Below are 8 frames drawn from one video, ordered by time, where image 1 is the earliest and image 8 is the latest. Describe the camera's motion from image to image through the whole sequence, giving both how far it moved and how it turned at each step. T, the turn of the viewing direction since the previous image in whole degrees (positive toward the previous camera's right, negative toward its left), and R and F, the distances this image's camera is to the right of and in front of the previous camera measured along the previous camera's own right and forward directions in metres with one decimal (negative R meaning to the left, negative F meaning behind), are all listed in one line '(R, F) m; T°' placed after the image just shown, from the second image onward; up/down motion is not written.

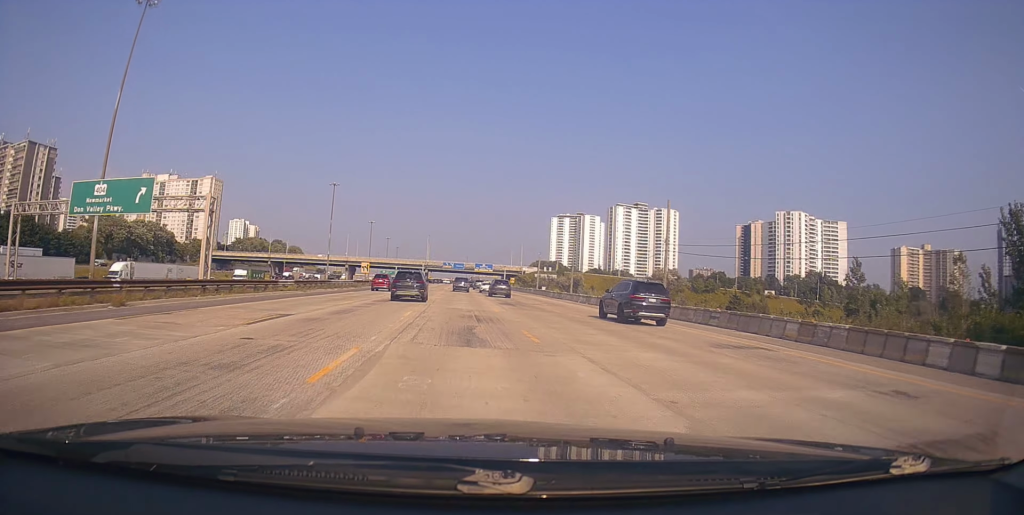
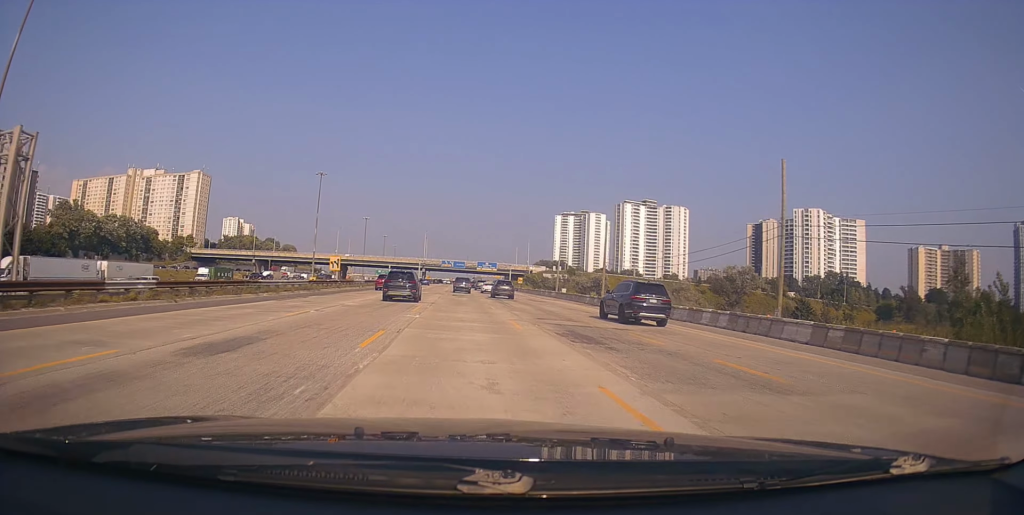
(0.0, +20.5) m; 0°
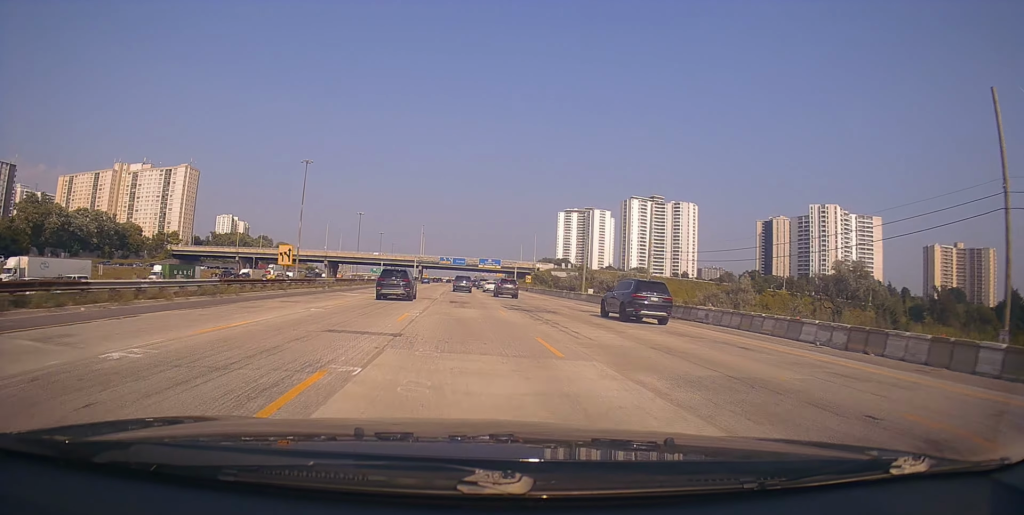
(0.0, +18.1) m; 0°
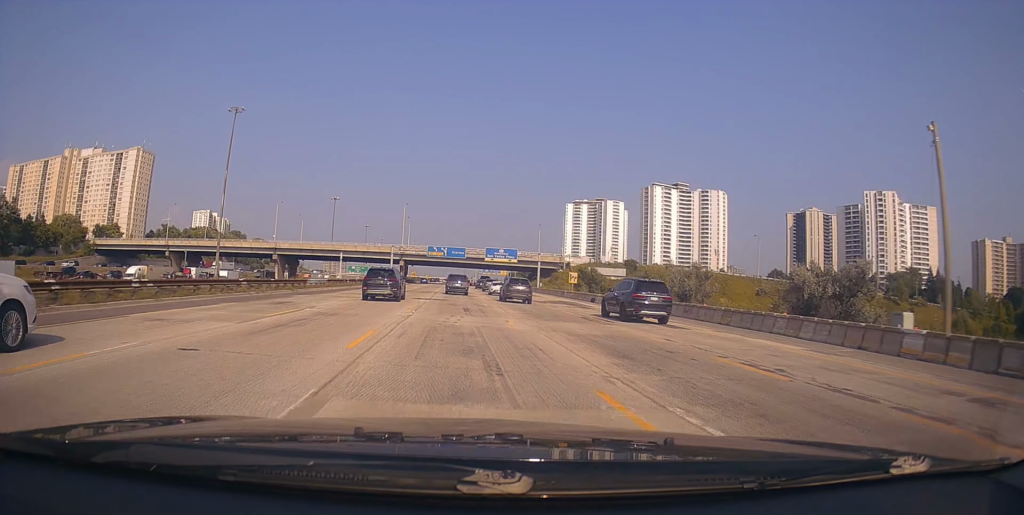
(+1.0, +54.9) m; +1°
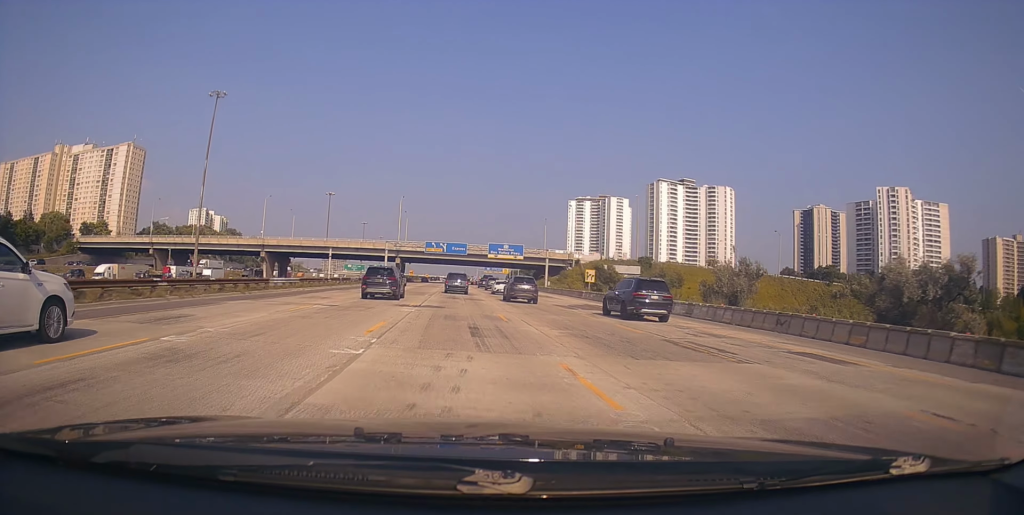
(-0.2, +10.1) m; 0°
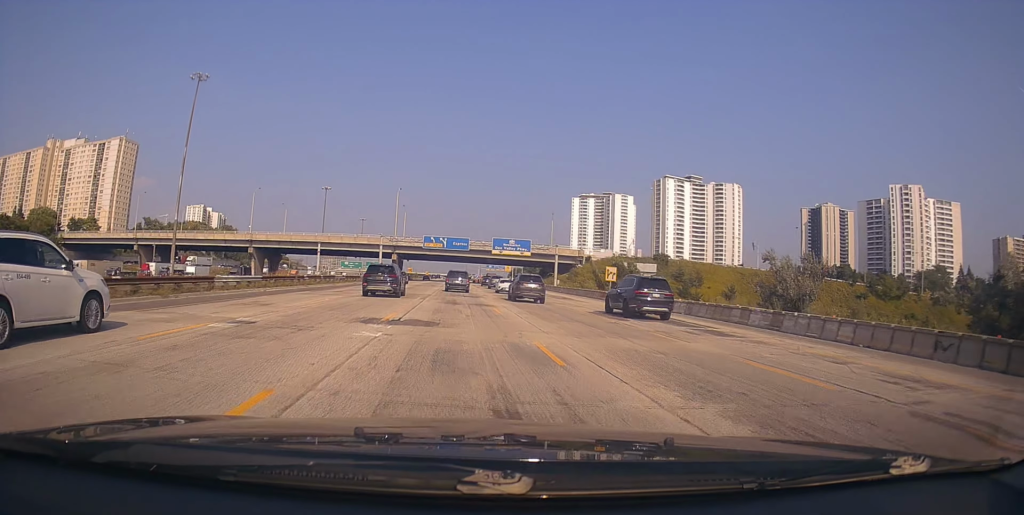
(+0.3, +9.3) m; 0°
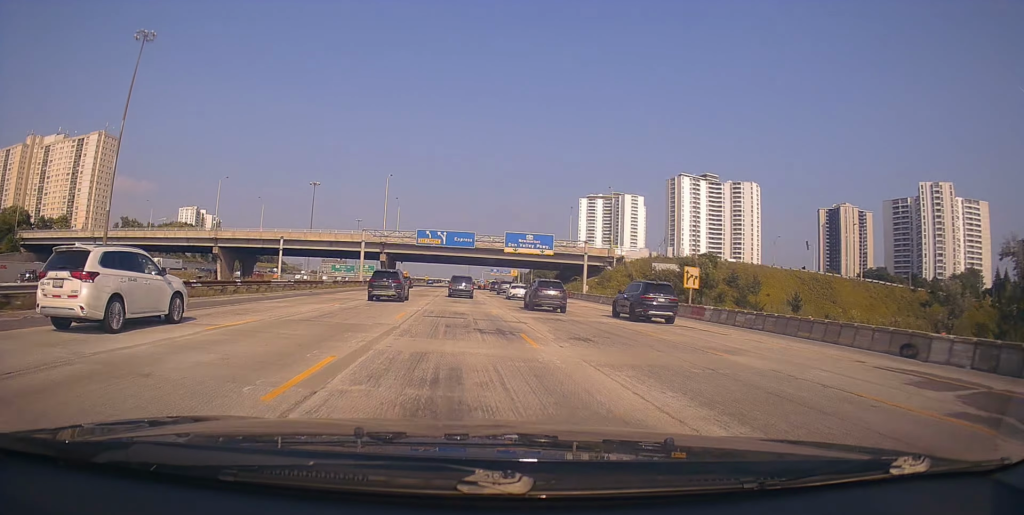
(-0.1, +21.9) m; -1°
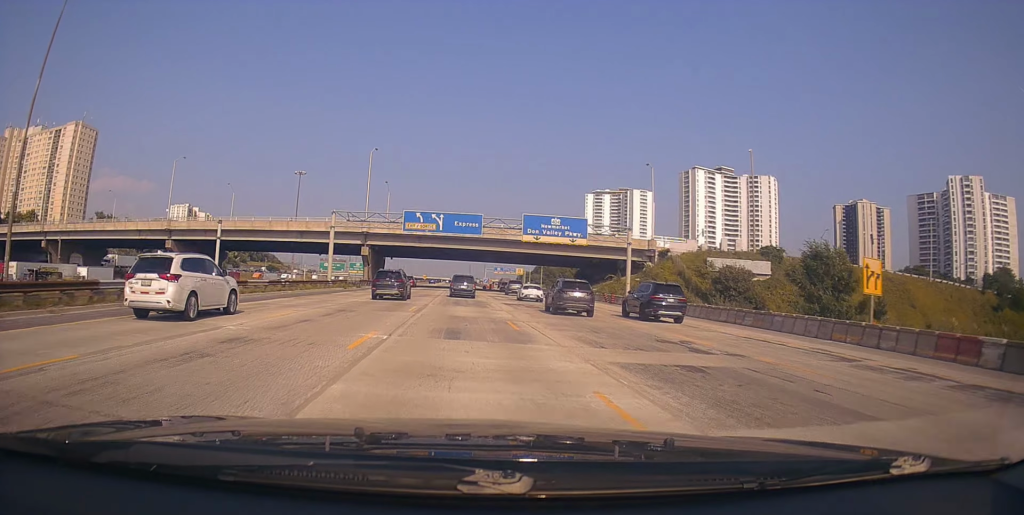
(-0.2, +20.2) m; -1°
